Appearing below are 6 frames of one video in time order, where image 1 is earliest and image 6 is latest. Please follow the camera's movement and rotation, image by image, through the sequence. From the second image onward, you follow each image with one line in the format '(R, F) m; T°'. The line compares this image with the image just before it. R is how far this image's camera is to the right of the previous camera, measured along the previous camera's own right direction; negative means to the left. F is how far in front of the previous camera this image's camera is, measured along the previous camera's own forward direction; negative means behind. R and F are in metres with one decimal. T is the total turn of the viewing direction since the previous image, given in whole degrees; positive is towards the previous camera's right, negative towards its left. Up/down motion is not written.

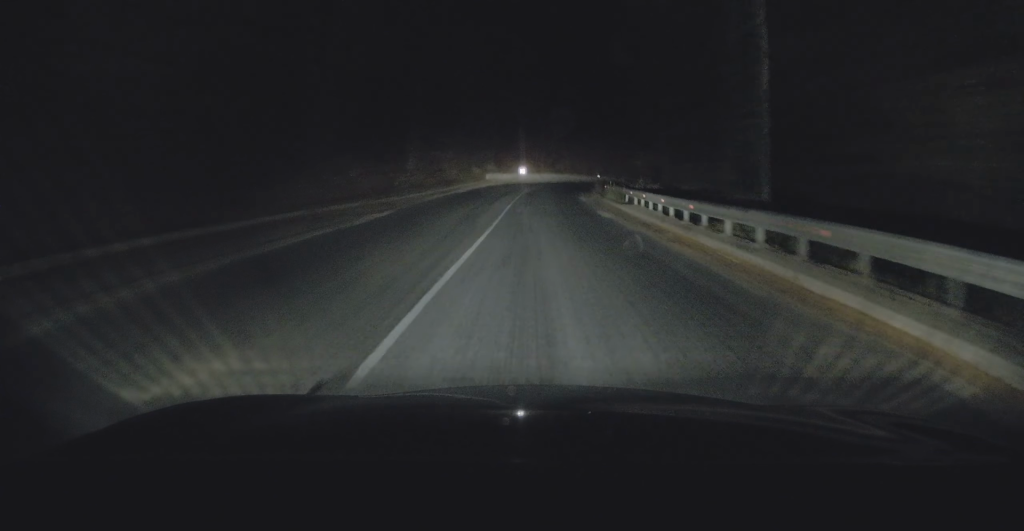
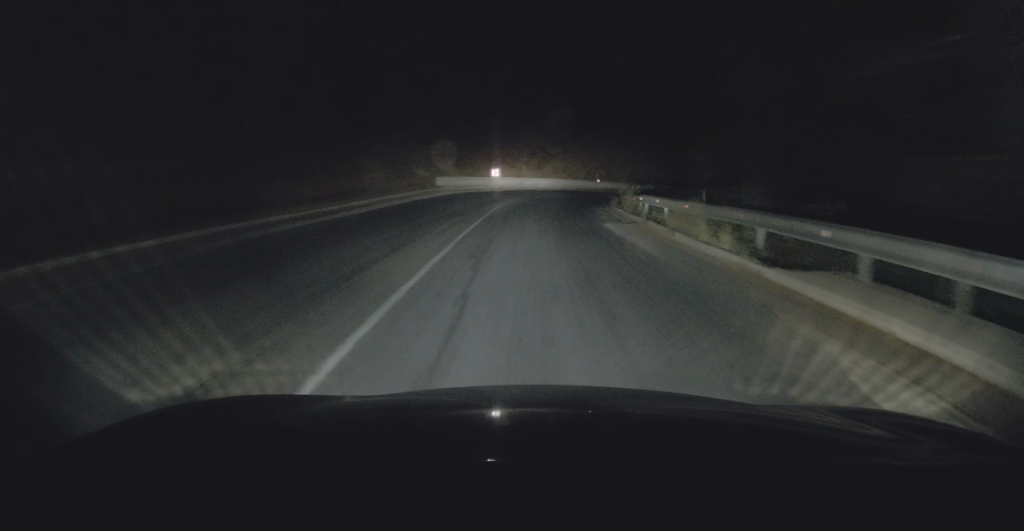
(+0.2, +21.2) m; +2°
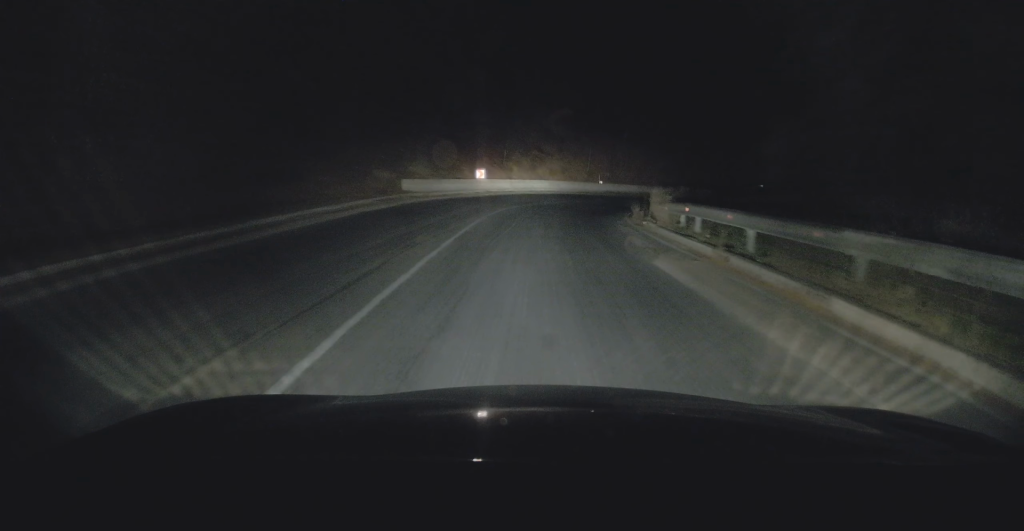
(+0.1, +8.6) m; +1°
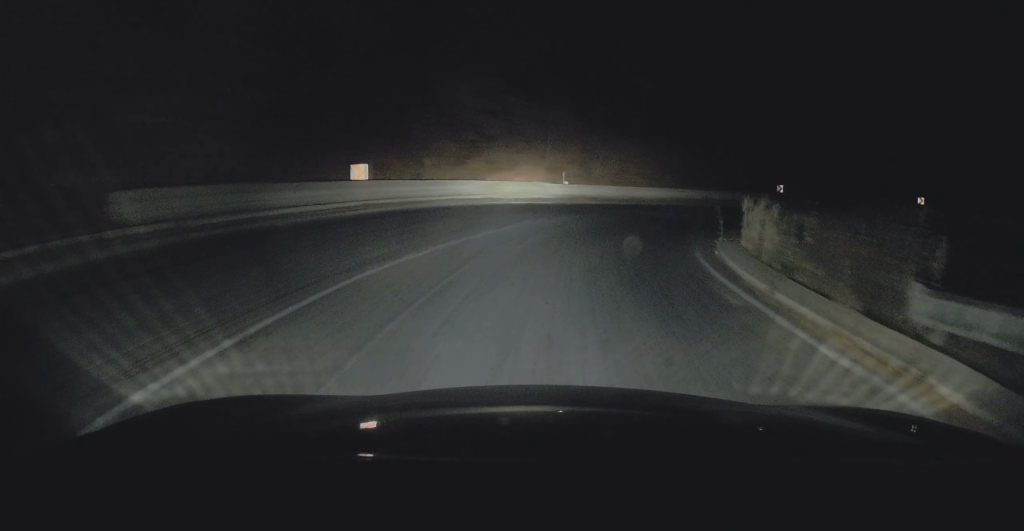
(+0.8, +20.6) m; +6°
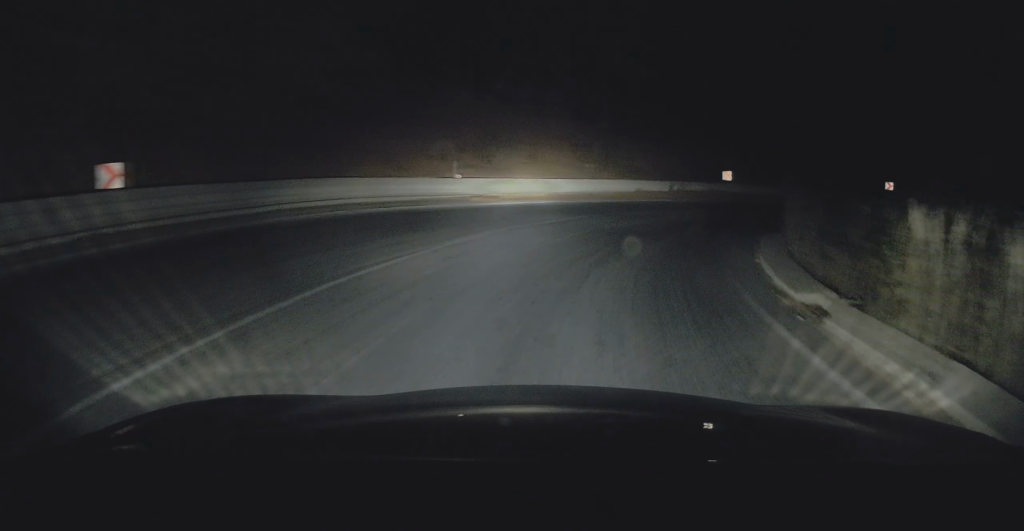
(+0.4, +10.7) m; +5°
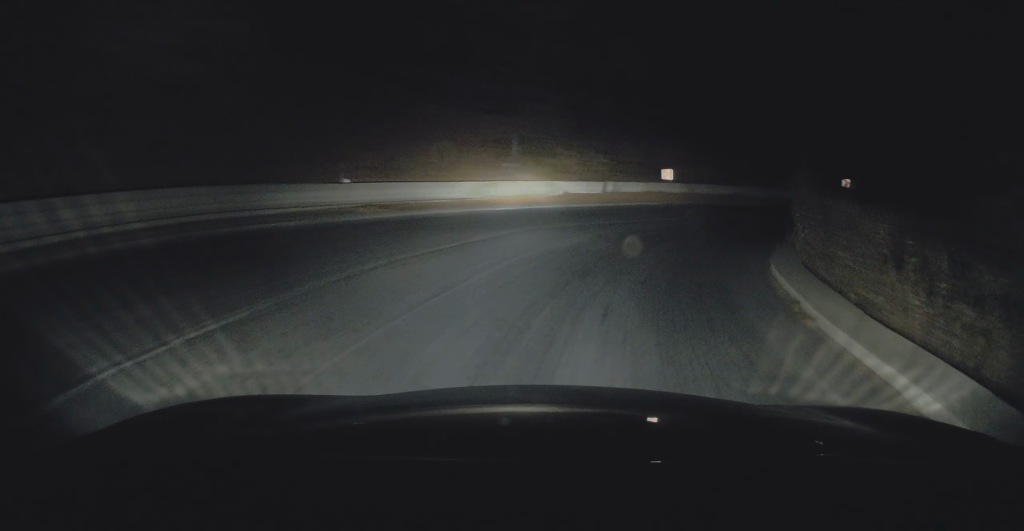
(0.0, +5.9) m; +5°
